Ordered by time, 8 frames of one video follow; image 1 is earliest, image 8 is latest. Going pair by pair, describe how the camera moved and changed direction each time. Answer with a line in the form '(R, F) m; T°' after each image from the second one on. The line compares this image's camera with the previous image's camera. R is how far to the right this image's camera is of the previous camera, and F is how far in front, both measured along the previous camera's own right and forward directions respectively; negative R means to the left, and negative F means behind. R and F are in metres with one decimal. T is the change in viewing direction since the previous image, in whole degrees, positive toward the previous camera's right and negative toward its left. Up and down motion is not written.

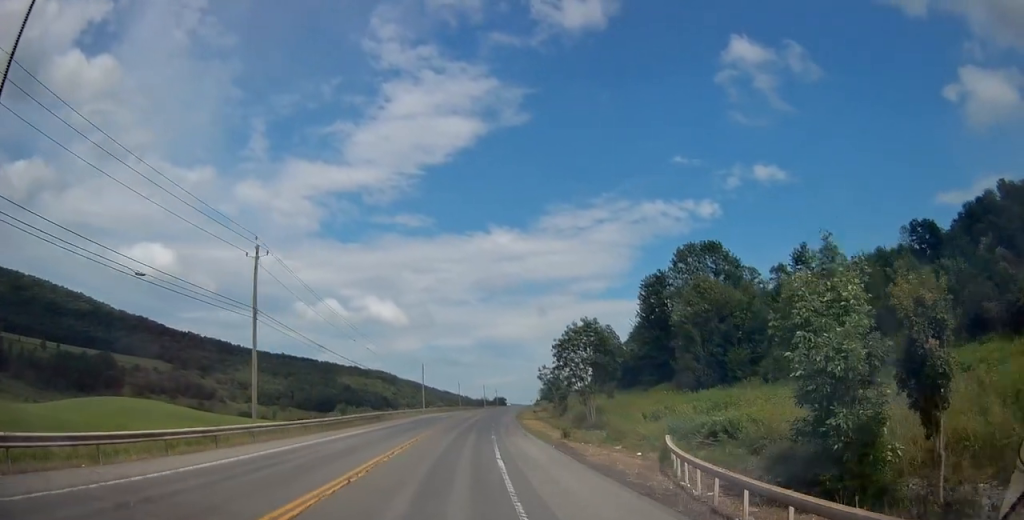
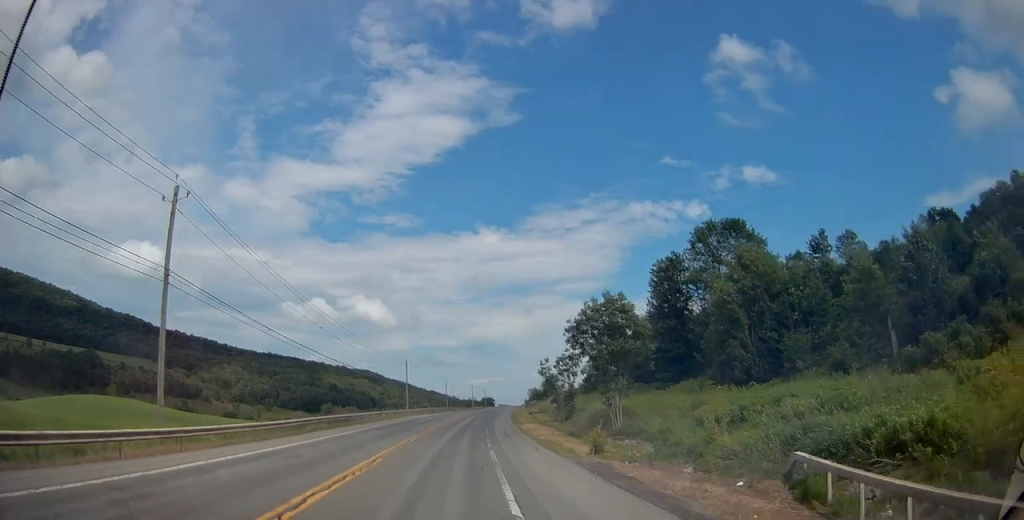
(0.0, +10.0) m; +1°
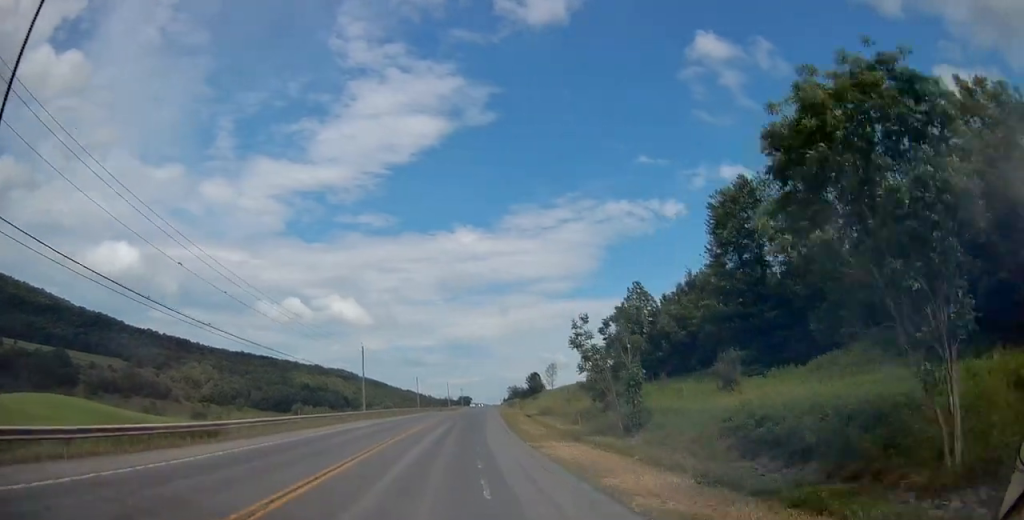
(+0.8, +24.6) m; +2°
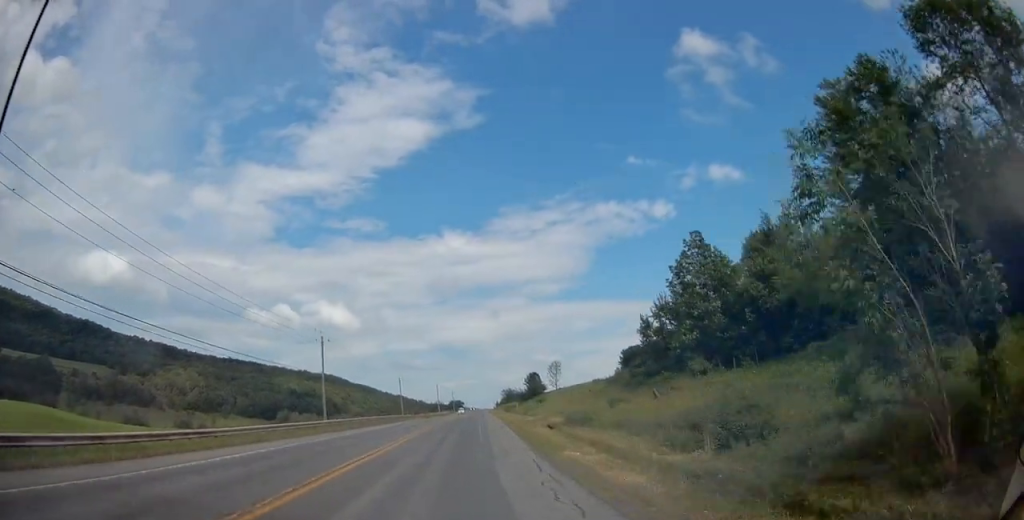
(+0.1, +20.2) m; 0°
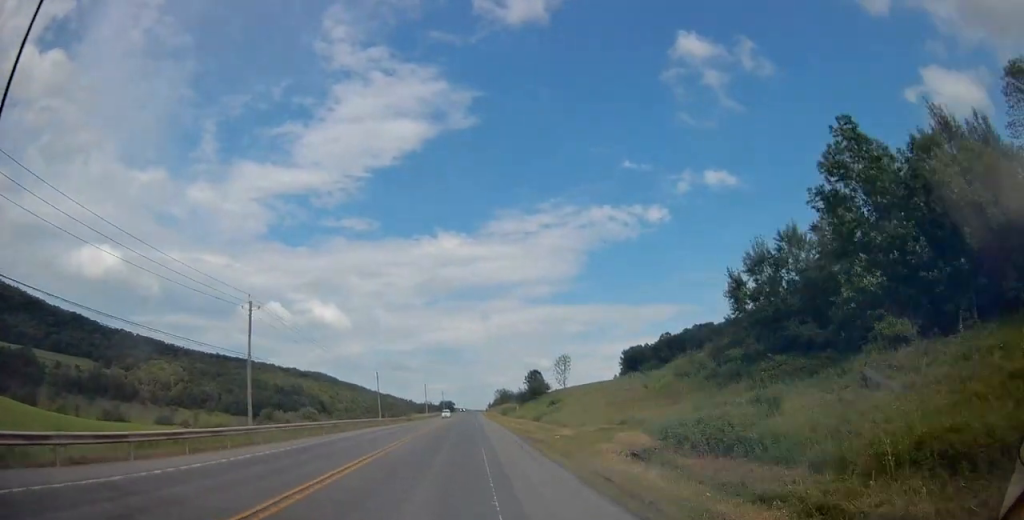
(-0.1, +22.0) m; +1°
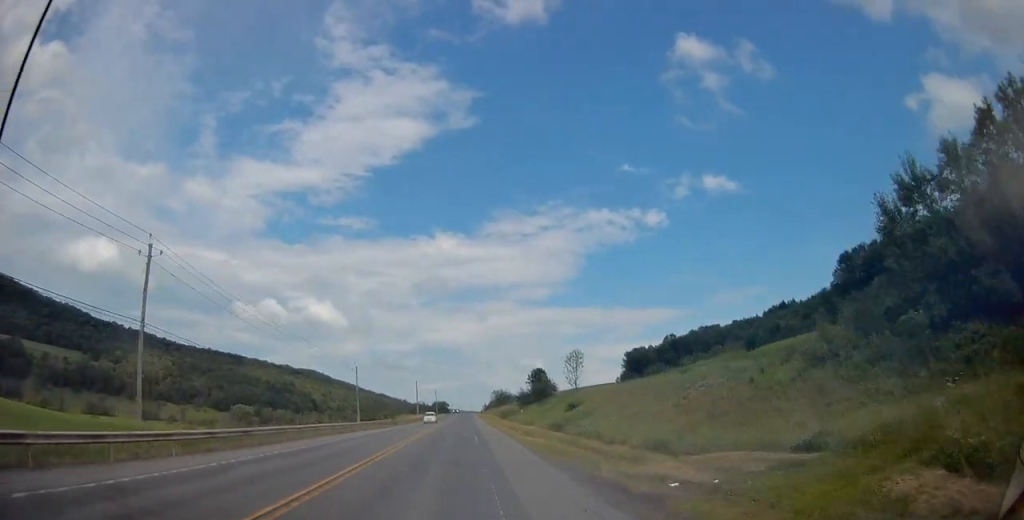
(+0.3, +16.5) m; 0°
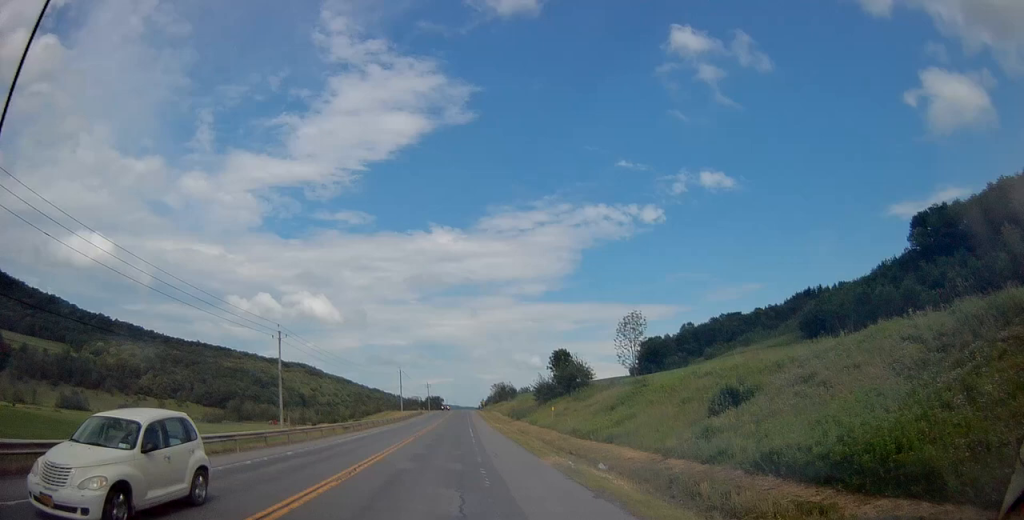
(-0.1, +36.3) m; 0°
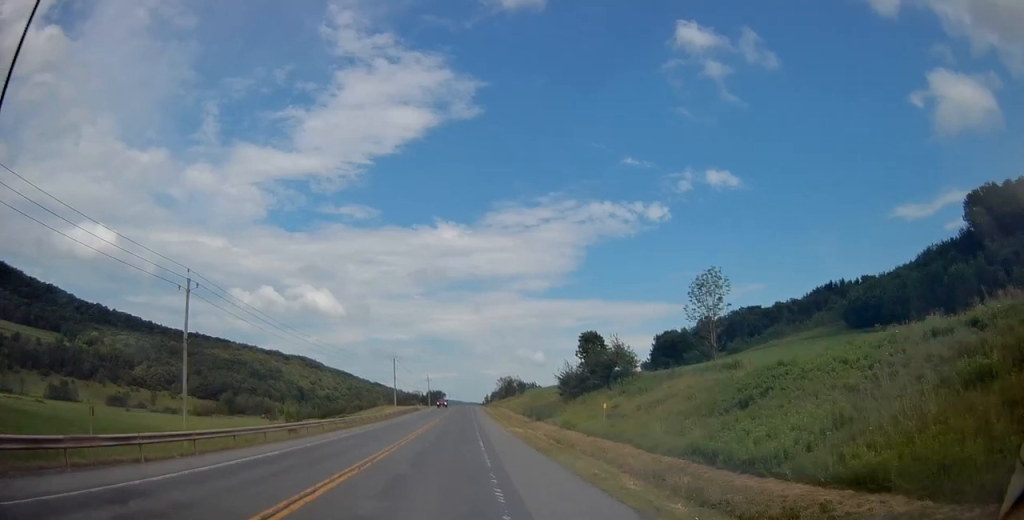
(+0.3, +19.9) m; 0°
